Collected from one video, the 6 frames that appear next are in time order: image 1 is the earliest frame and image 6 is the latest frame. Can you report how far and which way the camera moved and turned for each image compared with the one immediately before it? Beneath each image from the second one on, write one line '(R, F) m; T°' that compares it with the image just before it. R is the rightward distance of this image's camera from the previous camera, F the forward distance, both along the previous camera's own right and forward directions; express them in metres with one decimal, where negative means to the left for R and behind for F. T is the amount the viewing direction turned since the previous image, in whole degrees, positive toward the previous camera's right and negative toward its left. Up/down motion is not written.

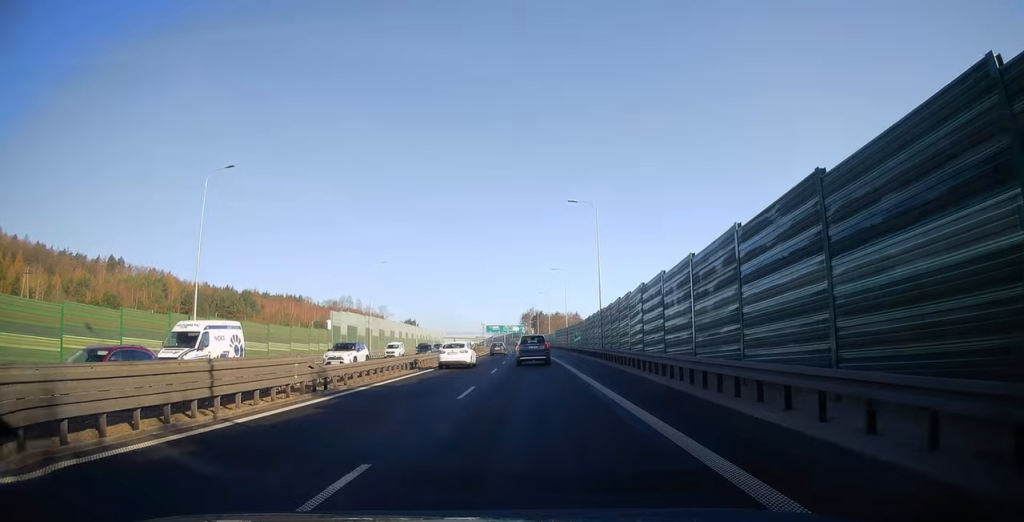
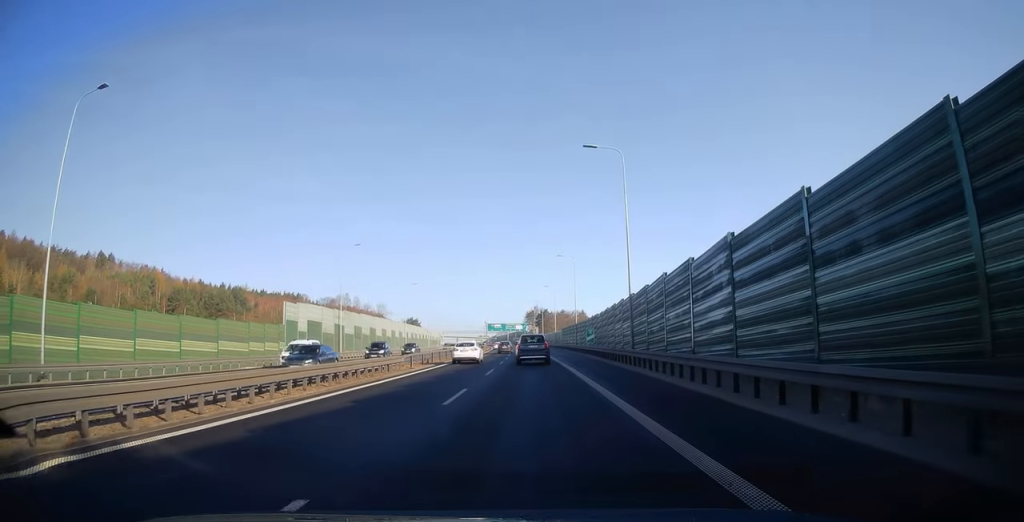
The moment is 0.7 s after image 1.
(0.0, +13.7) m; -1°
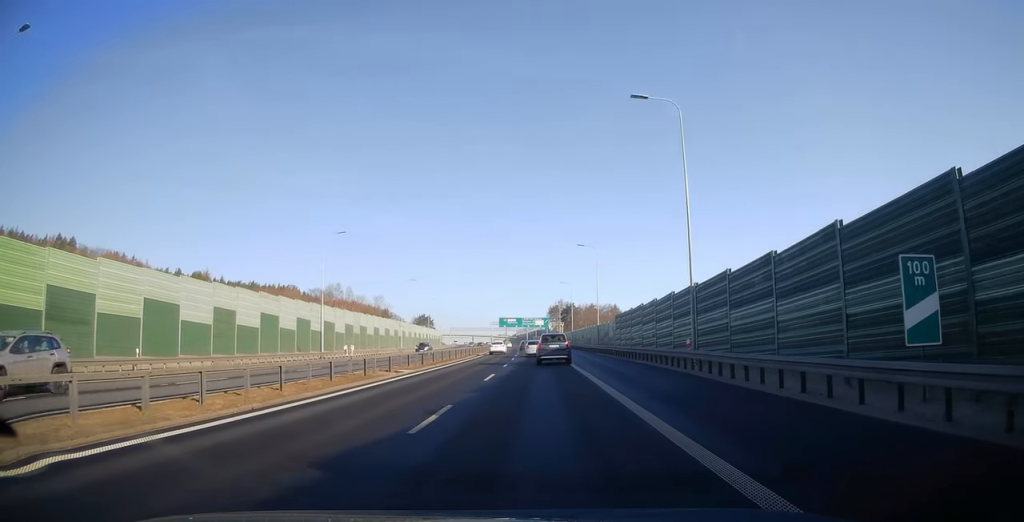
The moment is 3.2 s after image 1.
(-0.9, +52.1) m; -1°
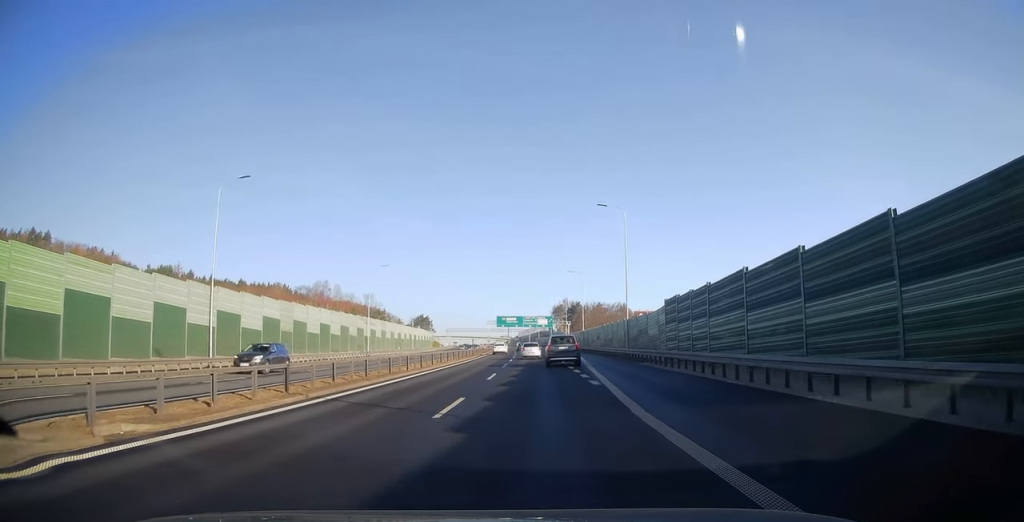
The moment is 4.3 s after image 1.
(-0.1, +22.0) m; 0°
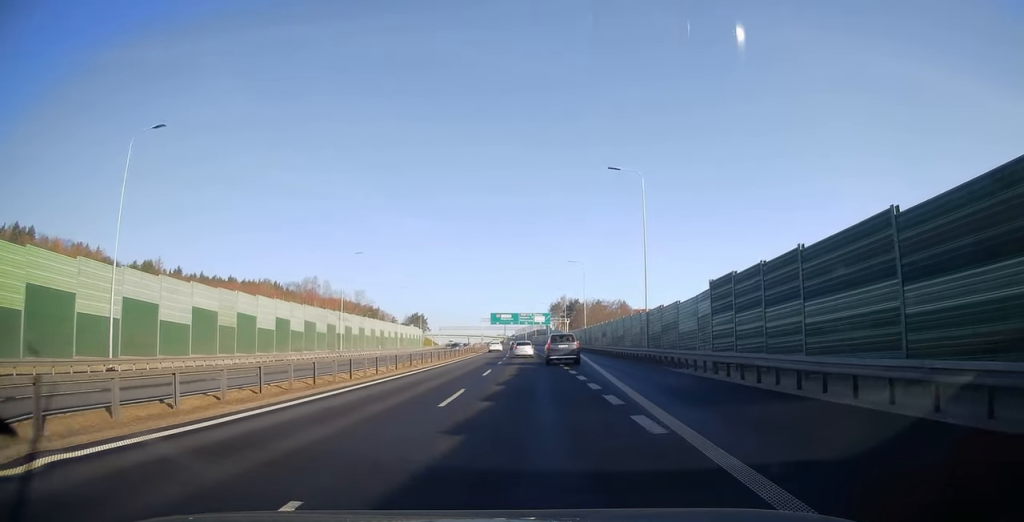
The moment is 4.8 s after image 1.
(+0.1, +10.3) m; 0°
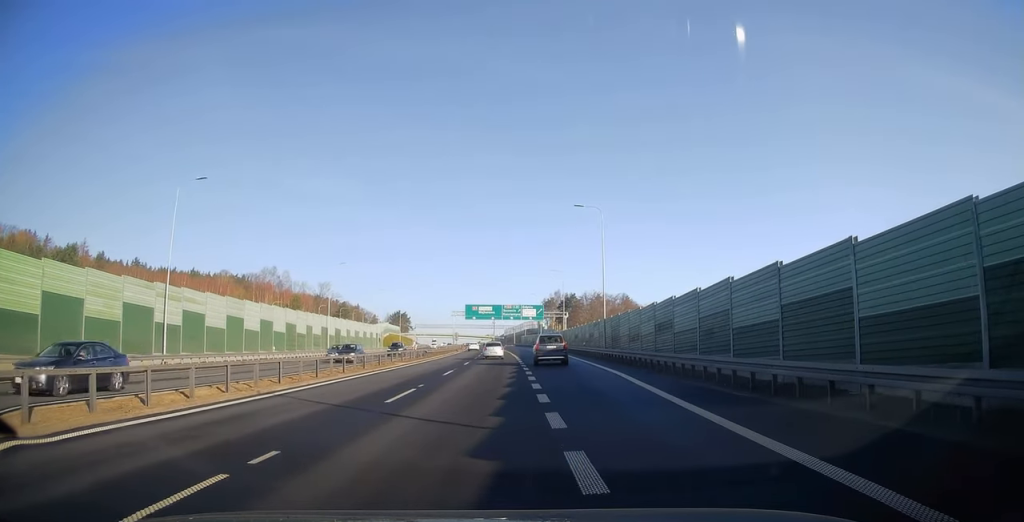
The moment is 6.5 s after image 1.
(+0.1, +35.1) m; 0°
